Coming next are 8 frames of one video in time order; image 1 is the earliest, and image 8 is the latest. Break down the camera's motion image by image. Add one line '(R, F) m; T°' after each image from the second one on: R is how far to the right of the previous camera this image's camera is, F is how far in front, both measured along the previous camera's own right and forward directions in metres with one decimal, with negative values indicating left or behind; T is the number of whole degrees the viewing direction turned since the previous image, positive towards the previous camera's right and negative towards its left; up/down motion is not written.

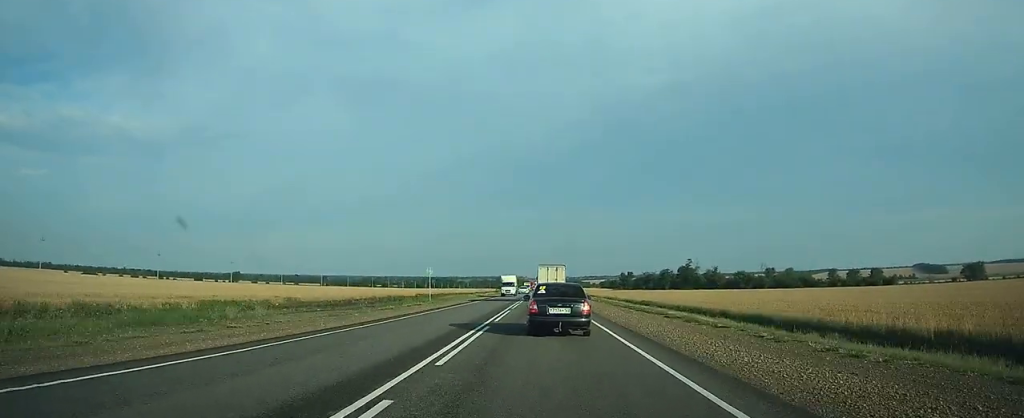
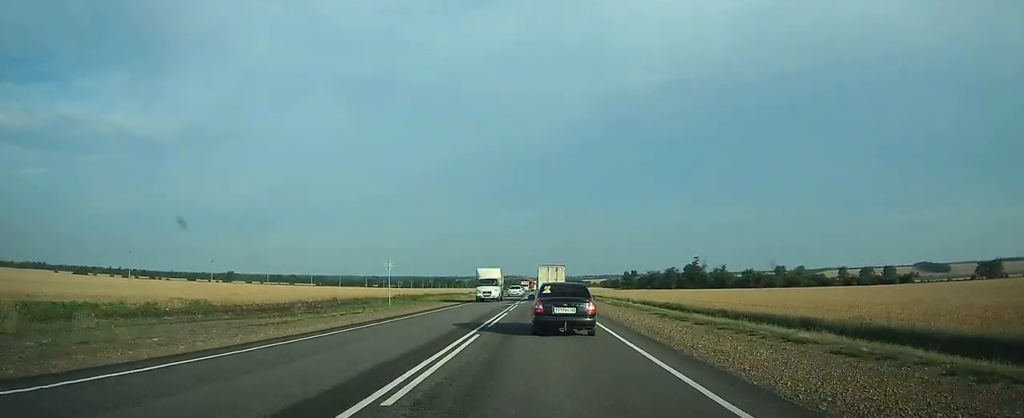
(0.0, +14.9) m; 0°
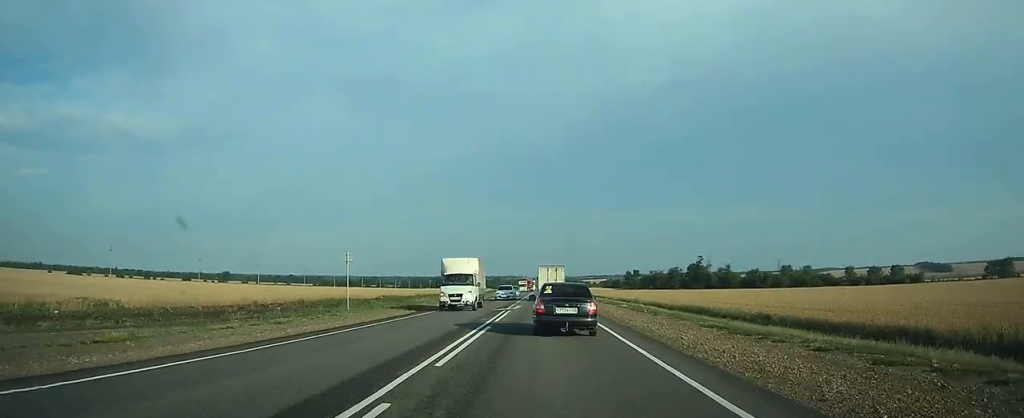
(0.0, +8.9) m; 0°
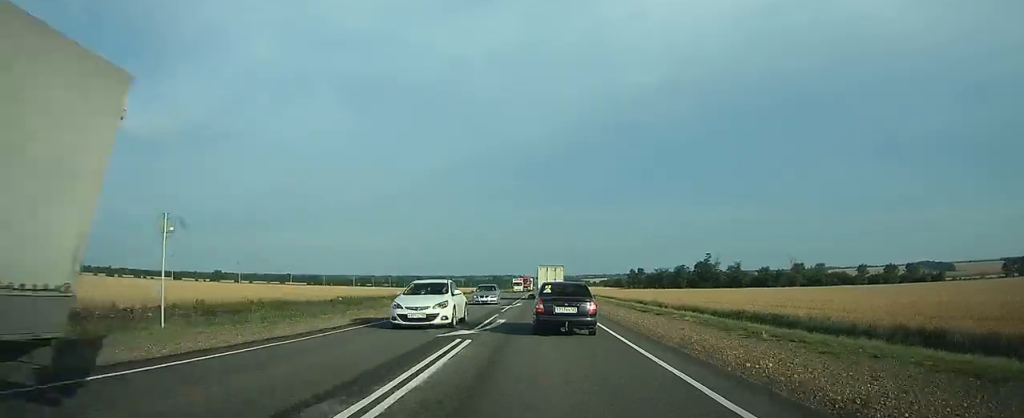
(0.0, +16.5) m; 0°
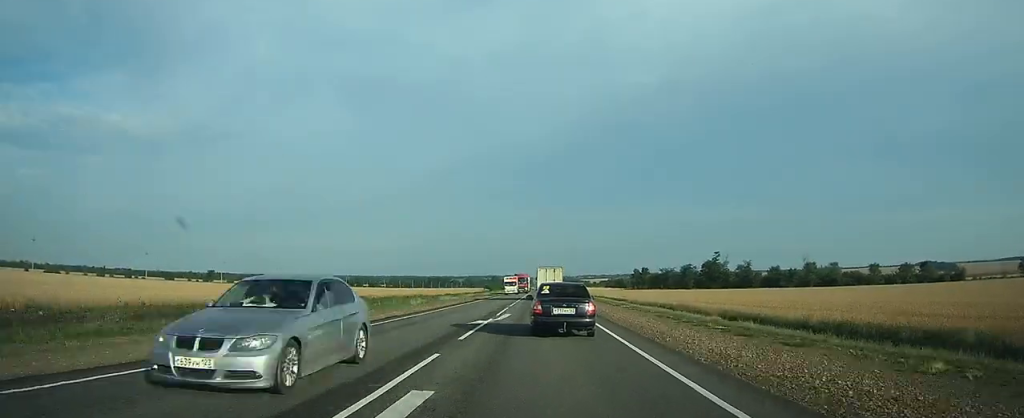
(0.0, +14.5) m; 0°
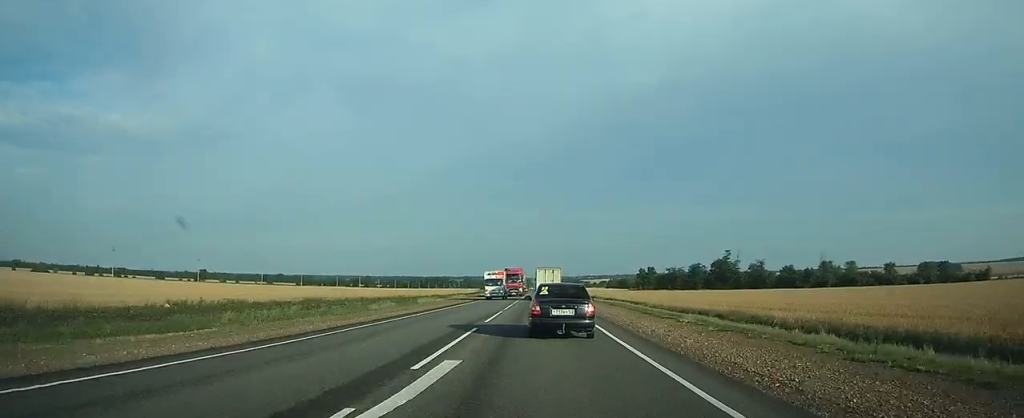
(0.0, +16.8) m; 0°
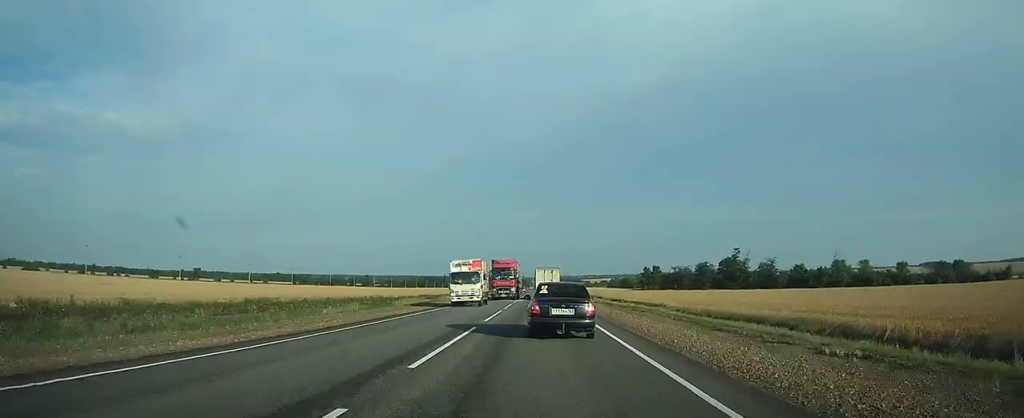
(0.0, +12.0) m; 0°
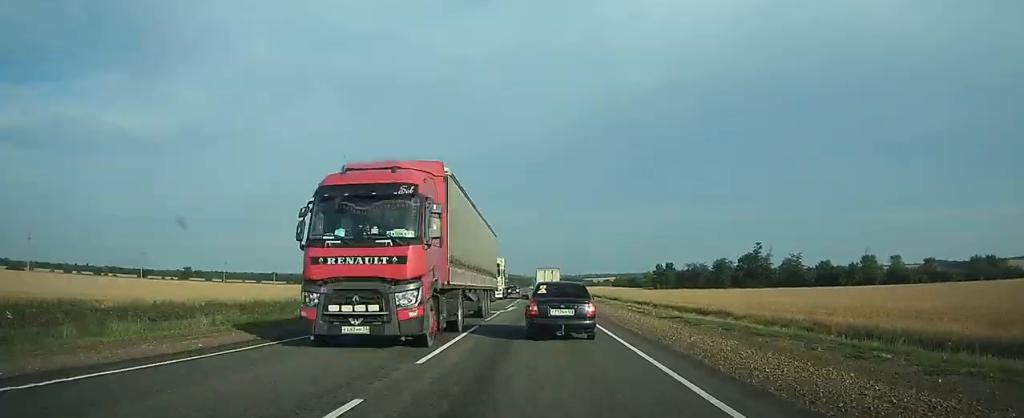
(0.0, +23.5) m; 0°
